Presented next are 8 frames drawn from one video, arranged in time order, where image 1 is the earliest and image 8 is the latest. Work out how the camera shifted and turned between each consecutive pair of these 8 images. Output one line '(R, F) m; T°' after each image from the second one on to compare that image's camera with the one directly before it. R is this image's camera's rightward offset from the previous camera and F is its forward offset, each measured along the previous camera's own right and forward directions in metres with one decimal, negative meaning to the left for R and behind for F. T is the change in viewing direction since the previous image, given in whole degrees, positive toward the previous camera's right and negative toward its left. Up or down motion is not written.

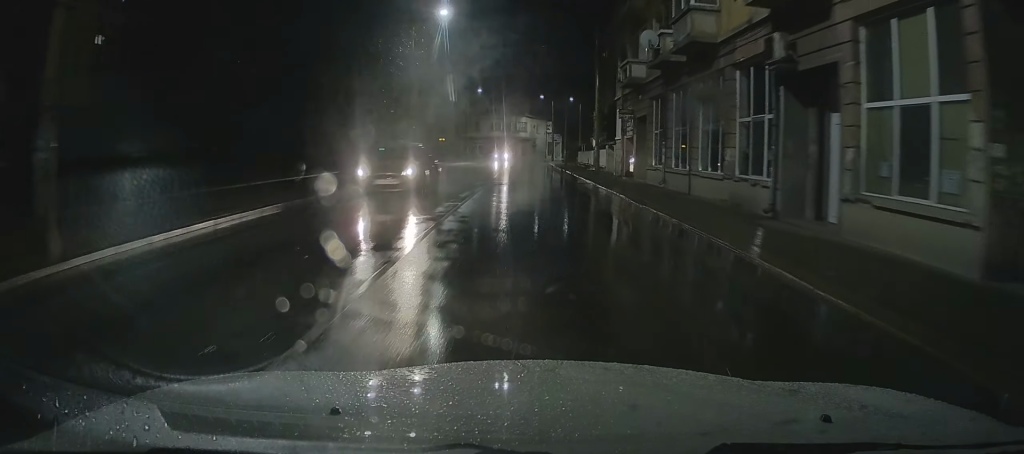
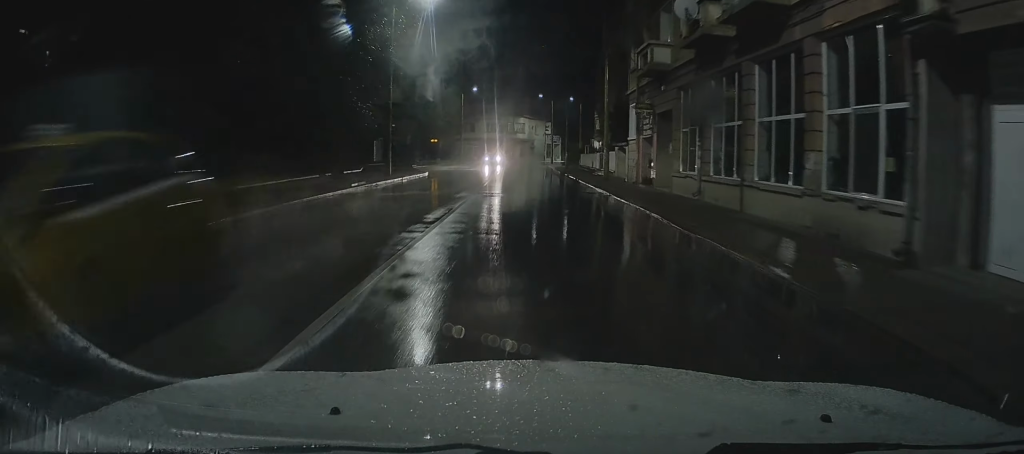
(+0.3, +5.1) m; +1°
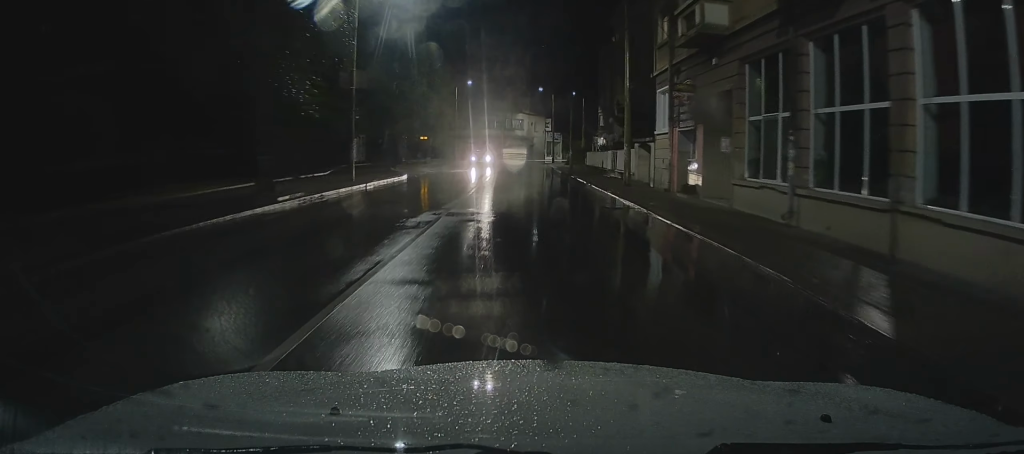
(0.0, +6.8) m; +2°
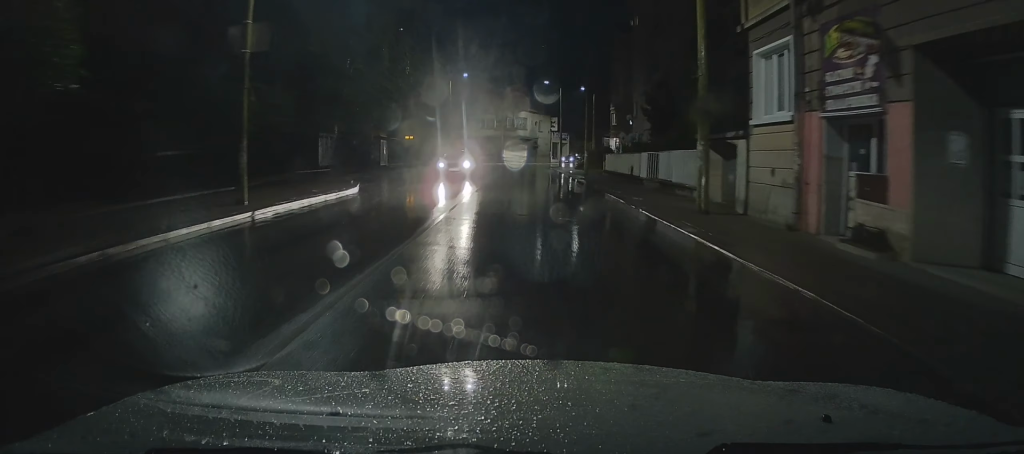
(+0.3, +10.6) m; +2°
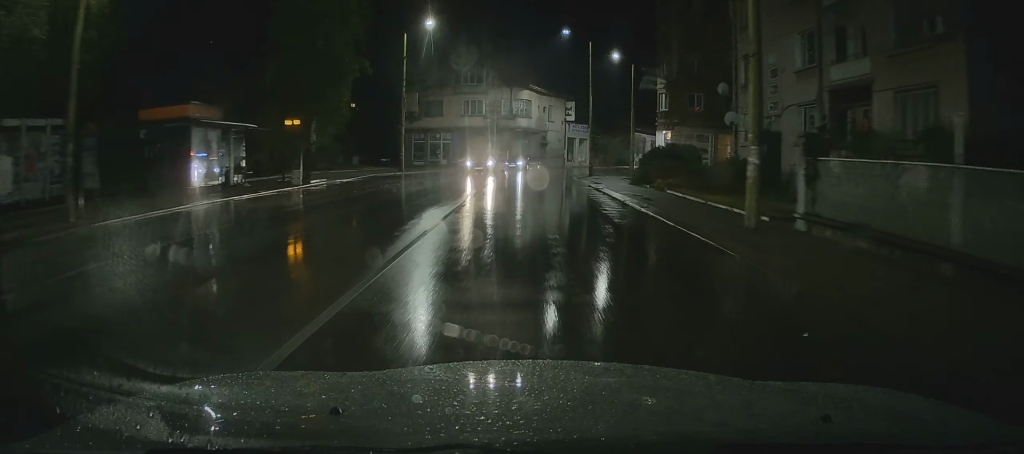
(-0.8, +31.2) m; -3°
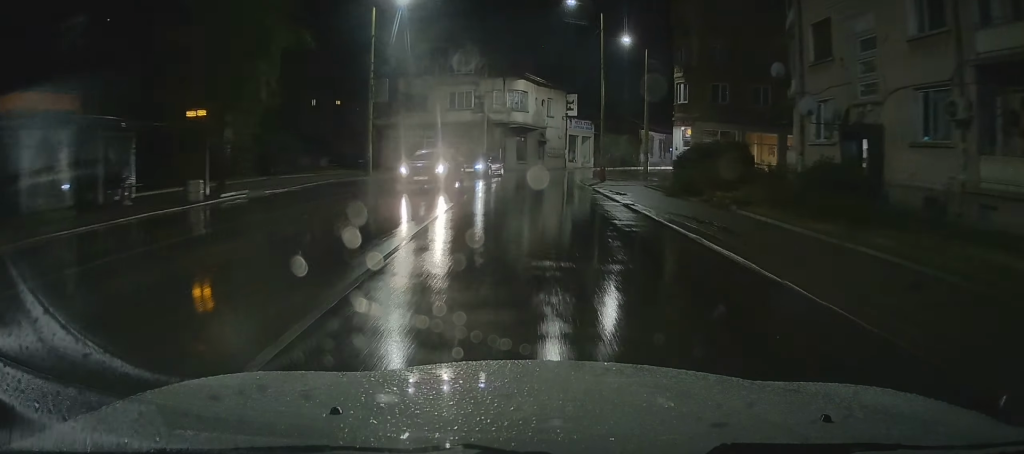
(-0.1, +9.0) m; -1°
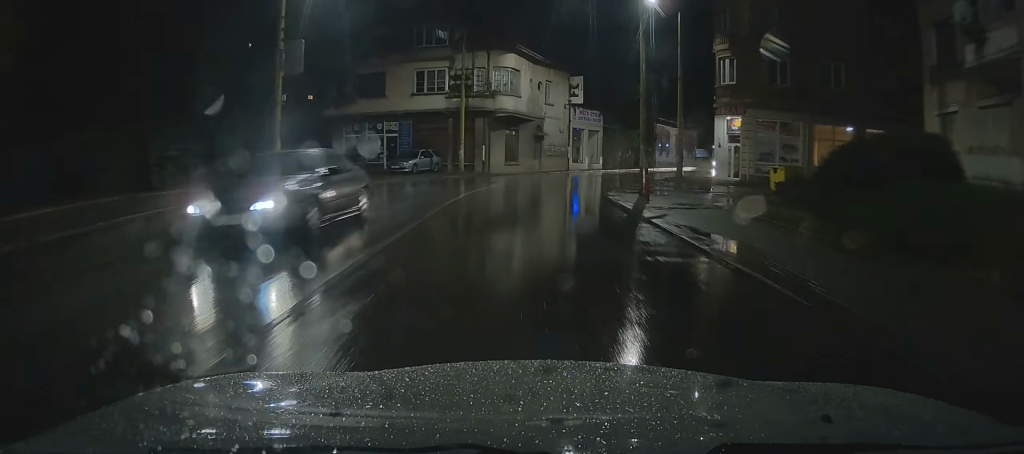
(+0.1, +13.9) m; +3°
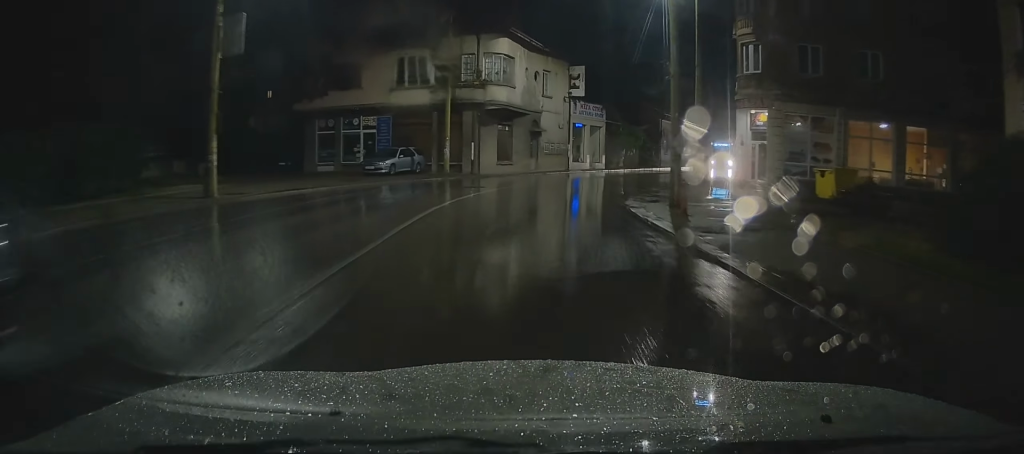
(+0.1, +5.1) m; +2°
